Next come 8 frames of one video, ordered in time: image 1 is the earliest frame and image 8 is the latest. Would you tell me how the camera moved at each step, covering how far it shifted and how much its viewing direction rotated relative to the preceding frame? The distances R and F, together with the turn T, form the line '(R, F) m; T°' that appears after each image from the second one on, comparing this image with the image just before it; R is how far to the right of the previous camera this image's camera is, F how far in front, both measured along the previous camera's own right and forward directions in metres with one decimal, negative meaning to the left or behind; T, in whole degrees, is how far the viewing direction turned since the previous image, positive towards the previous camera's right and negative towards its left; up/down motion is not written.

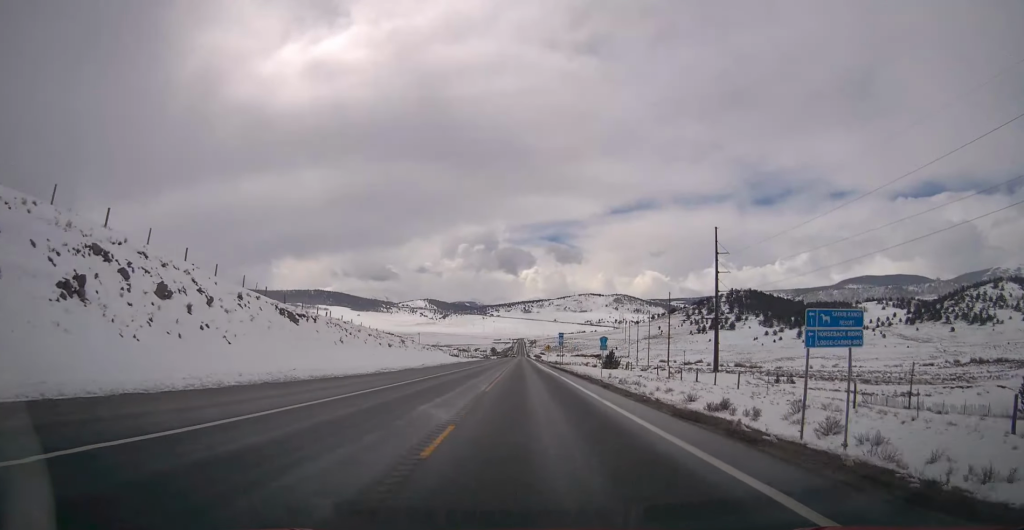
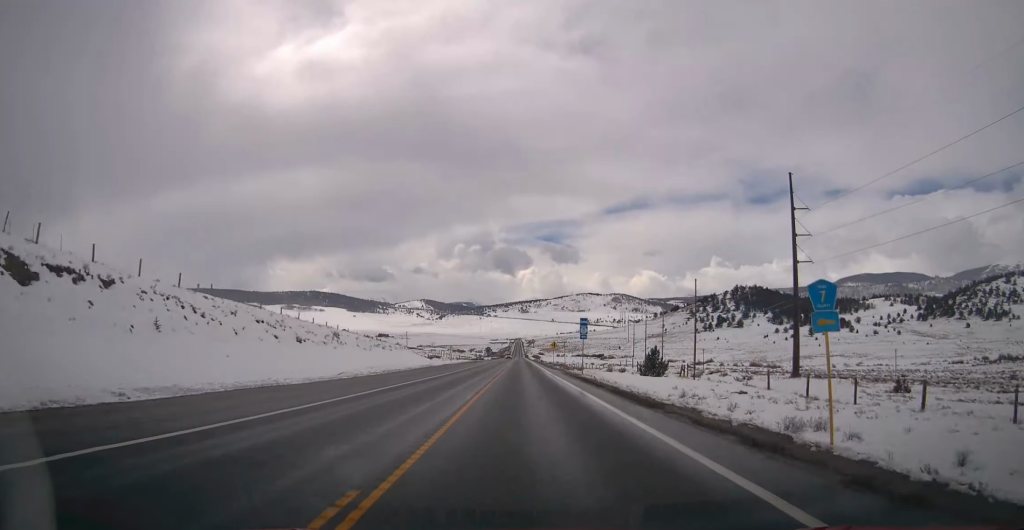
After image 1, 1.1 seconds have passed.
(+0.3, +29.1) m; +1°
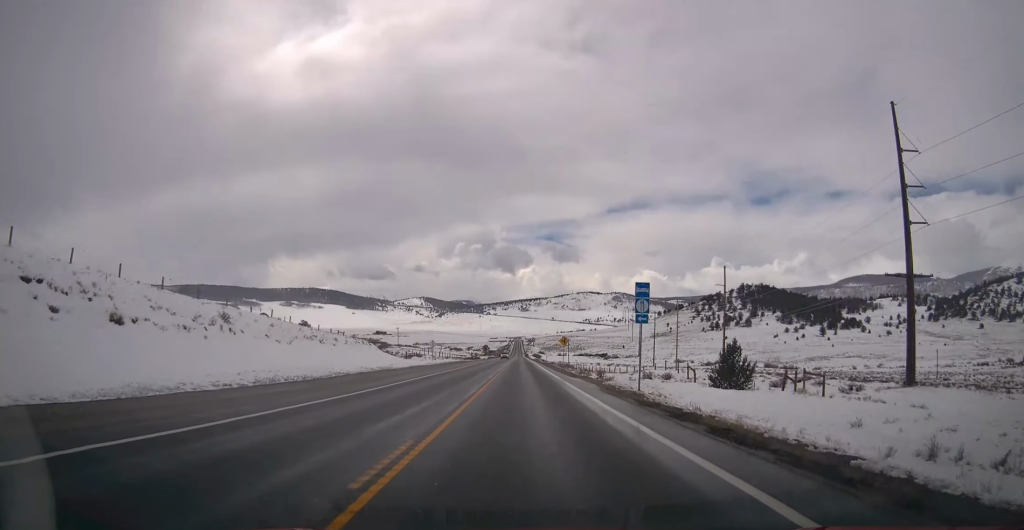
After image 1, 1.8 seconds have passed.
(0.0, +20.9) m; 0°
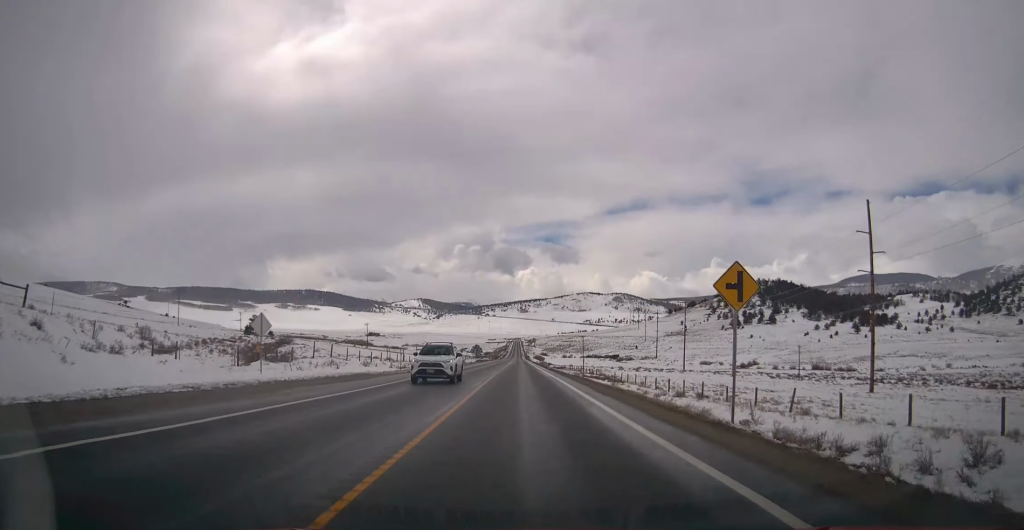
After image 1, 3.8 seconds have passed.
(+0.3, +56.1) m; 0°
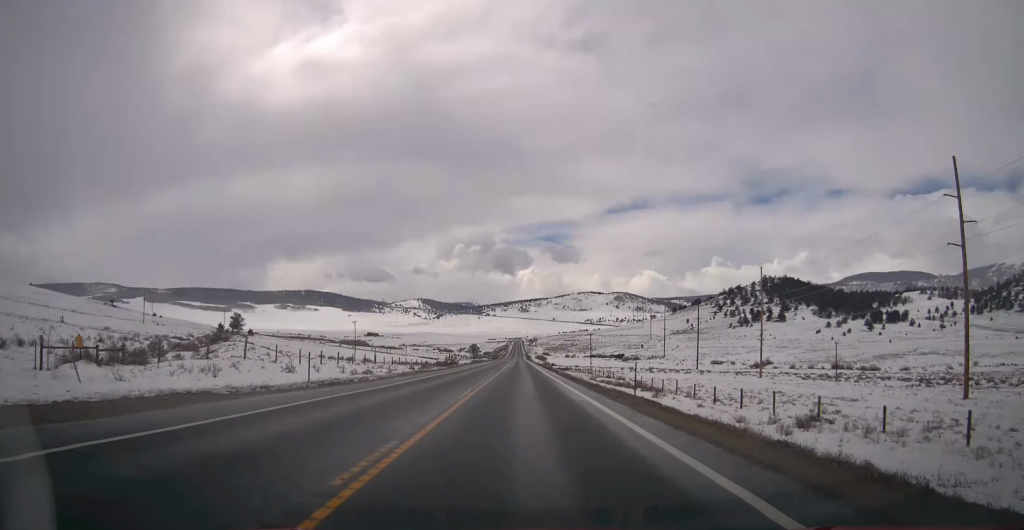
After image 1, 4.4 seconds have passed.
(-0.2, +16.7) m; 0°
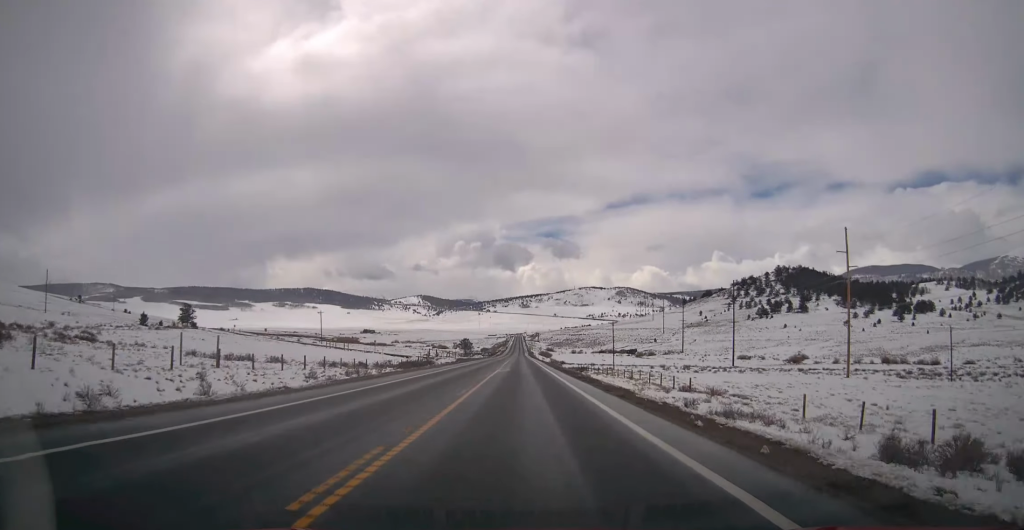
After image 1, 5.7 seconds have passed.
(+0.1, +37.7) m; 0°
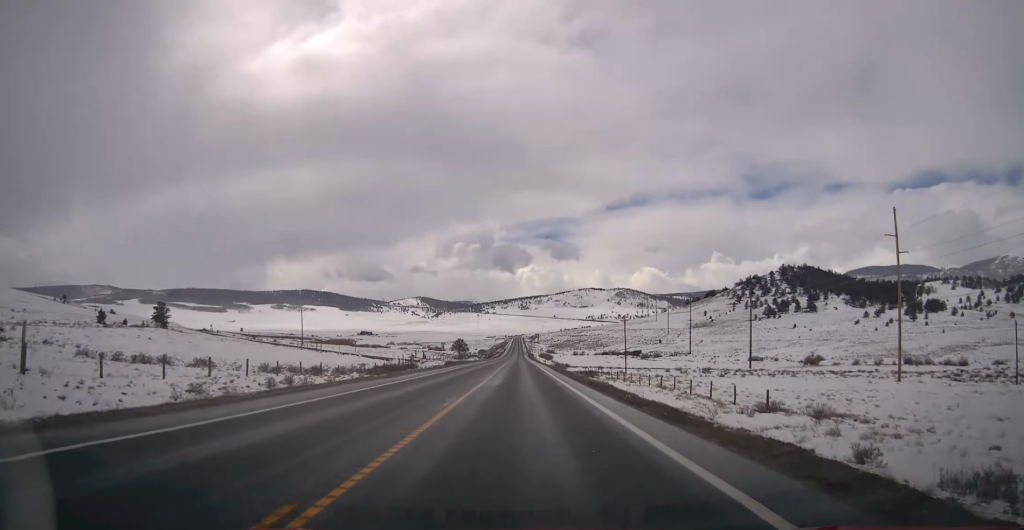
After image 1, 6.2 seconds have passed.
(-0.2, +14.6) m; 0°
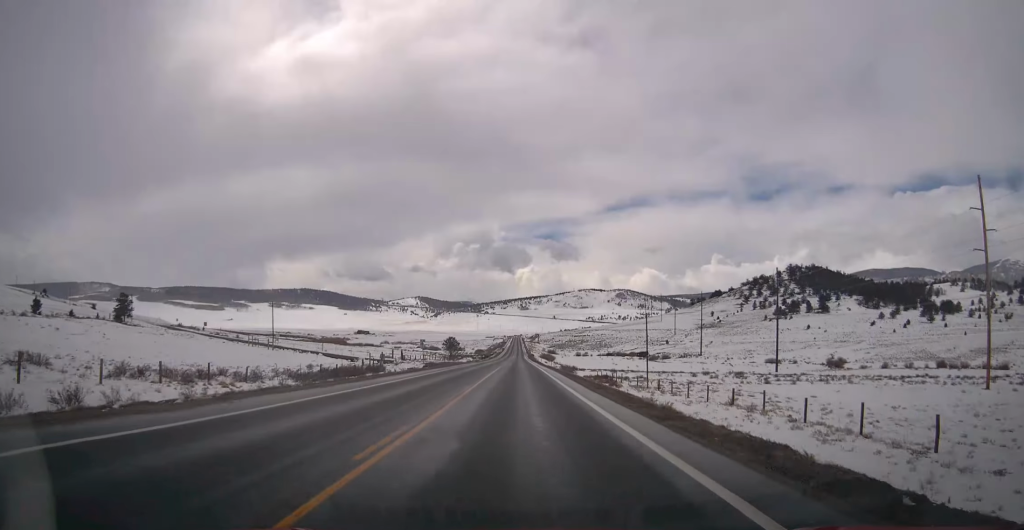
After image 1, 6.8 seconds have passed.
(-0.2, +19.3) m; 0°
